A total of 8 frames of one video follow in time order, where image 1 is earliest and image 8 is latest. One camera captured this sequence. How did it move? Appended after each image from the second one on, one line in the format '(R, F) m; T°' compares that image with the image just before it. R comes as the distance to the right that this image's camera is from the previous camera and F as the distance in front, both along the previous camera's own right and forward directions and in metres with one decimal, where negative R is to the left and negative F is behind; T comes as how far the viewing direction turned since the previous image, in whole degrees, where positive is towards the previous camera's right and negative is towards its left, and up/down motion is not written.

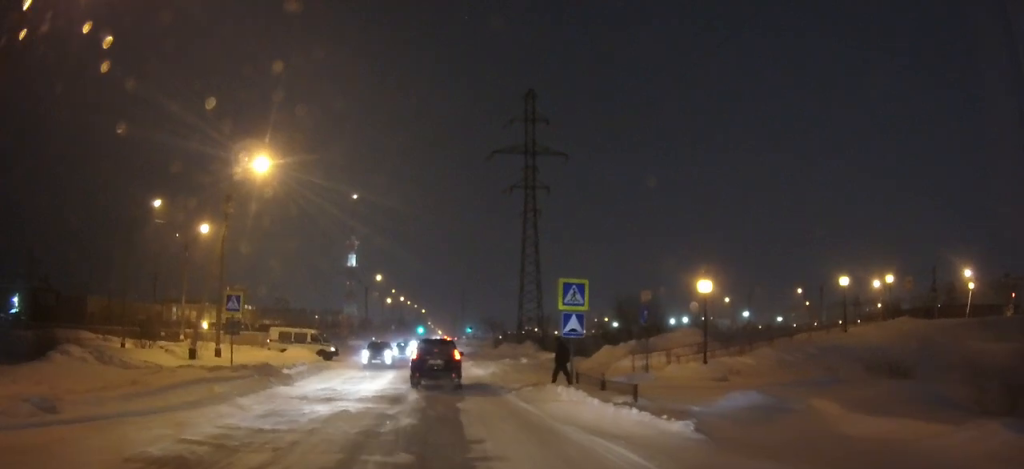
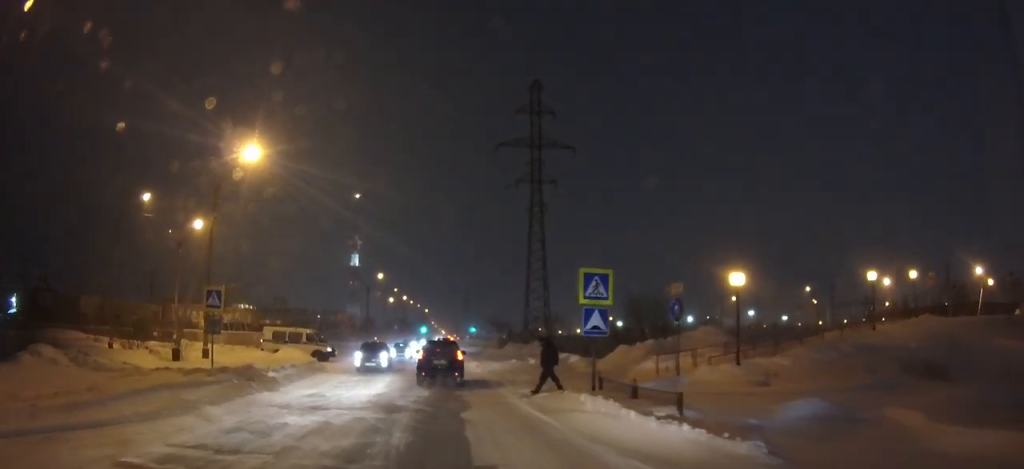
(0.0, +2.4) m; 0°
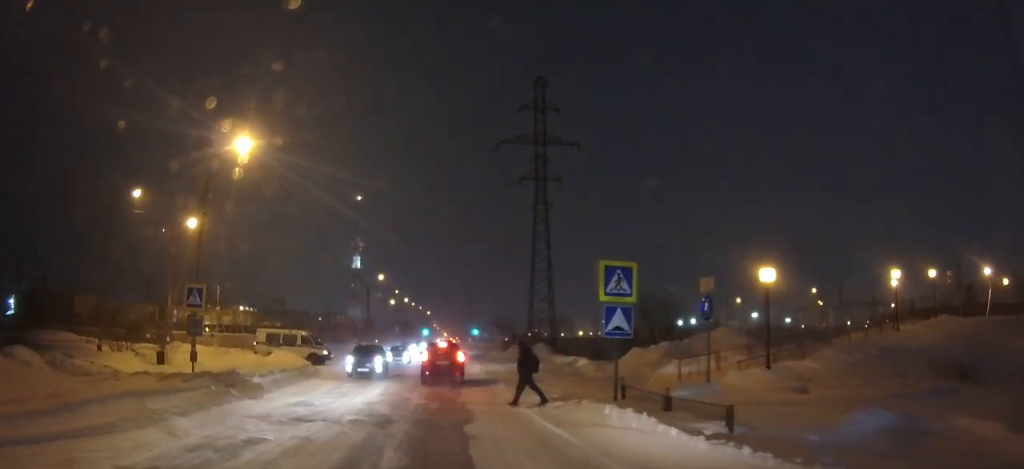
(0.0, +2.0) m; 0°
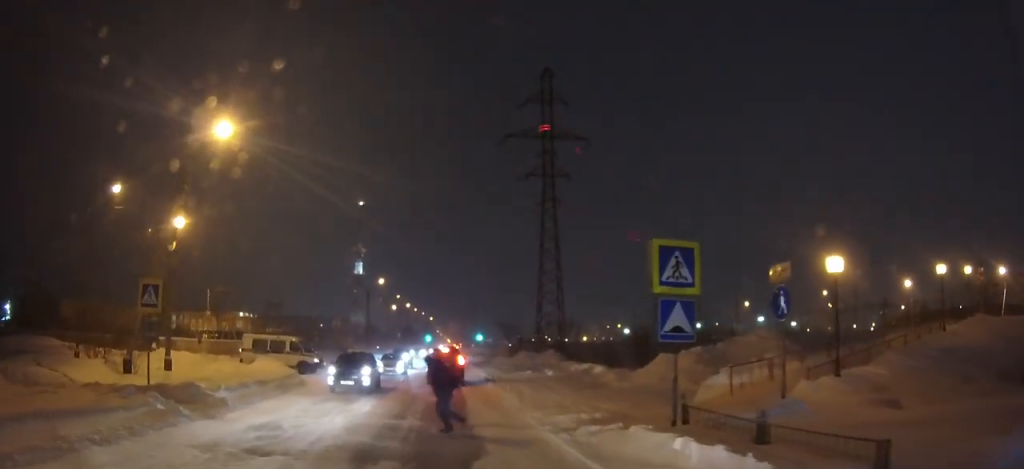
(0.0, +4.0) m; 0°
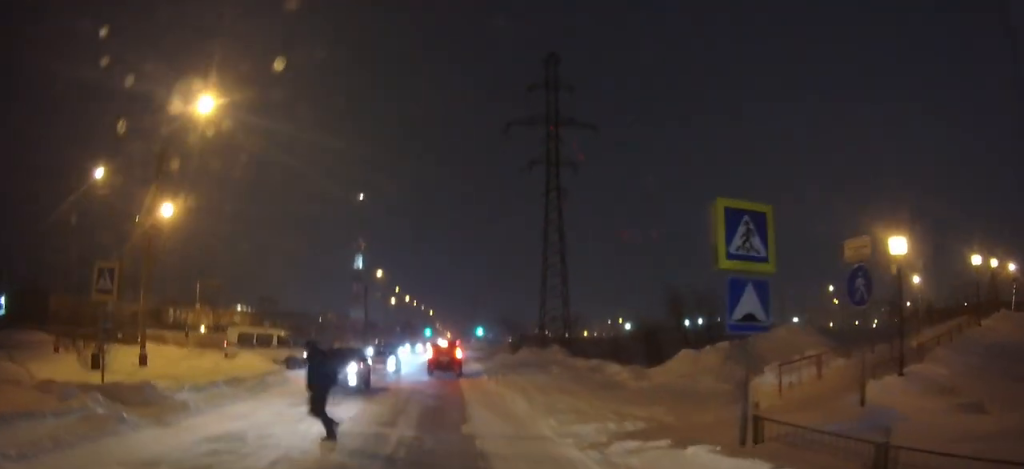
(0.0, +3.1) m; 0°
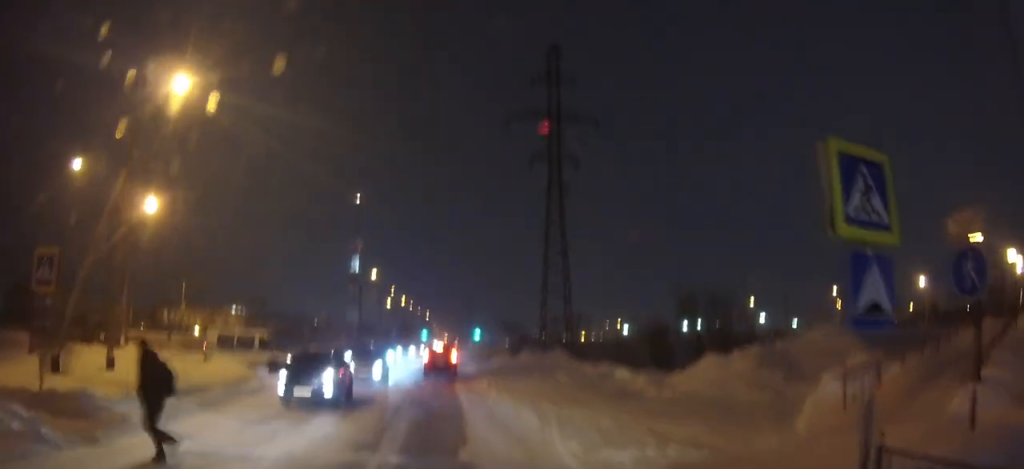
(0.0, +3.1) m; 0°
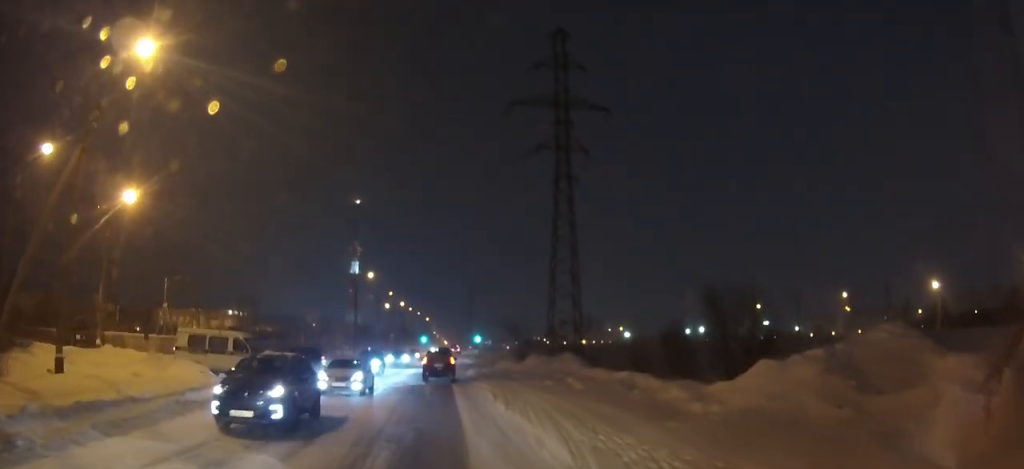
(0.0, +4.4) m; 0°
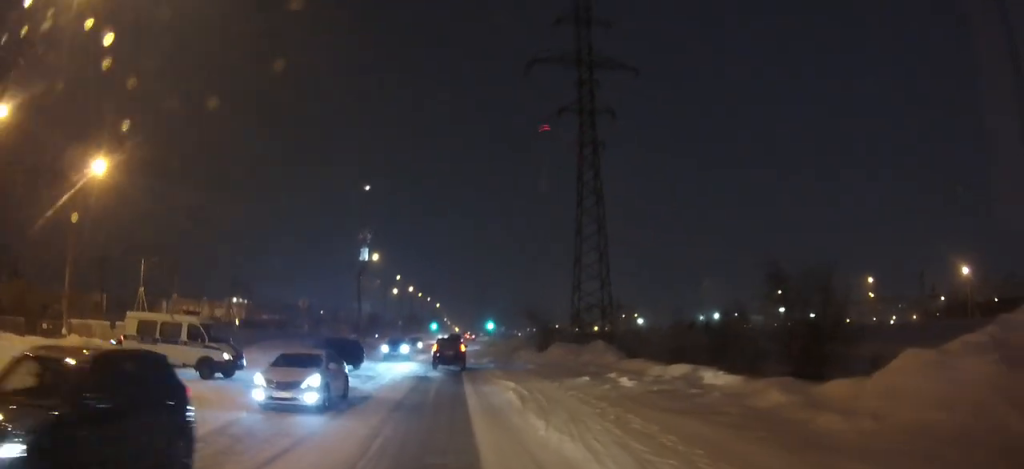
(0.0, +6.9) m; 0°
